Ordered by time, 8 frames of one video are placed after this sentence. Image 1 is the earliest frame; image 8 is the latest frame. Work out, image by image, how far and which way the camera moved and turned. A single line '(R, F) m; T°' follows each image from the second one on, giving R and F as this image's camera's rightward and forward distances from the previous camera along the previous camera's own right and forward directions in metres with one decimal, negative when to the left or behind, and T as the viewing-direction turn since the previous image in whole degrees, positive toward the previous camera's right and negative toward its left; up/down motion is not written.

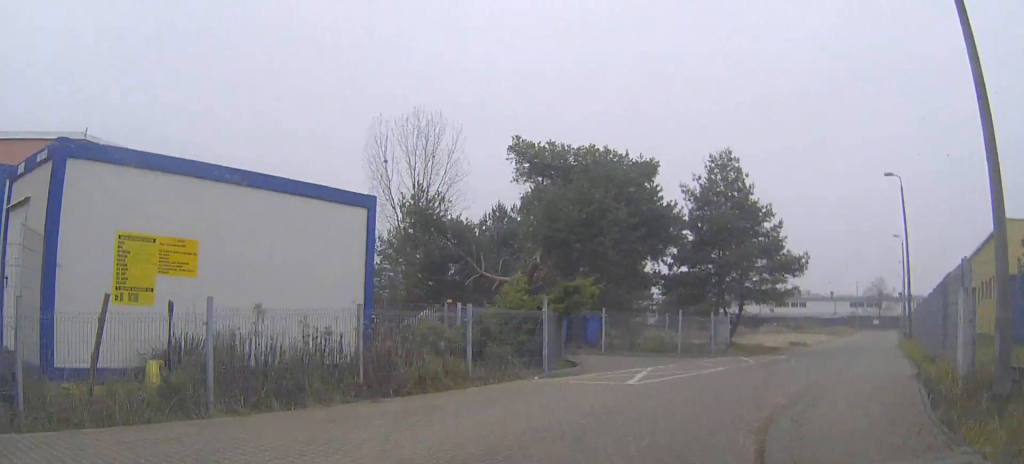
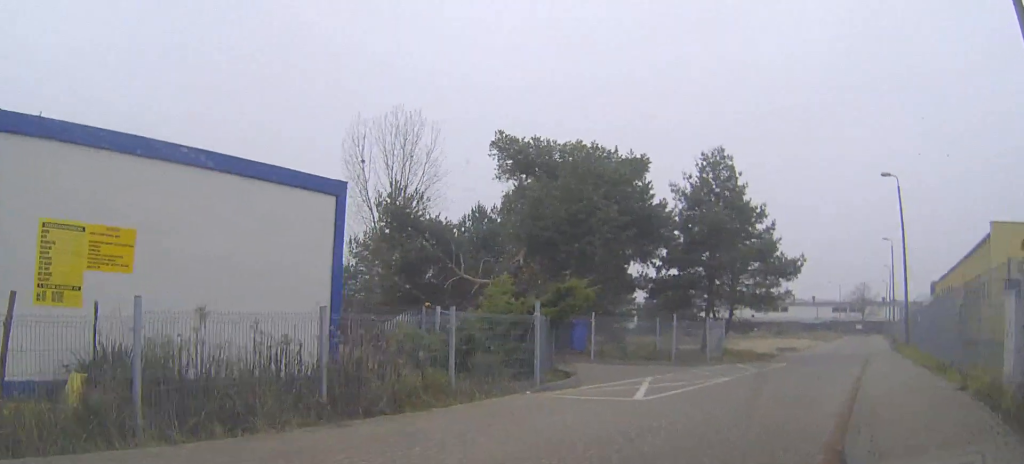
(0.0, +1.5) m; +5°
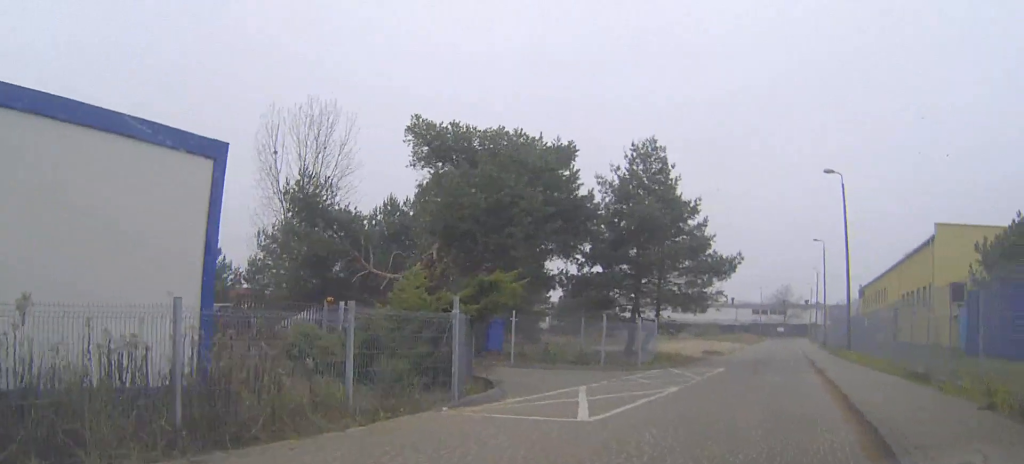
(0.0, +1.9) m; +8°
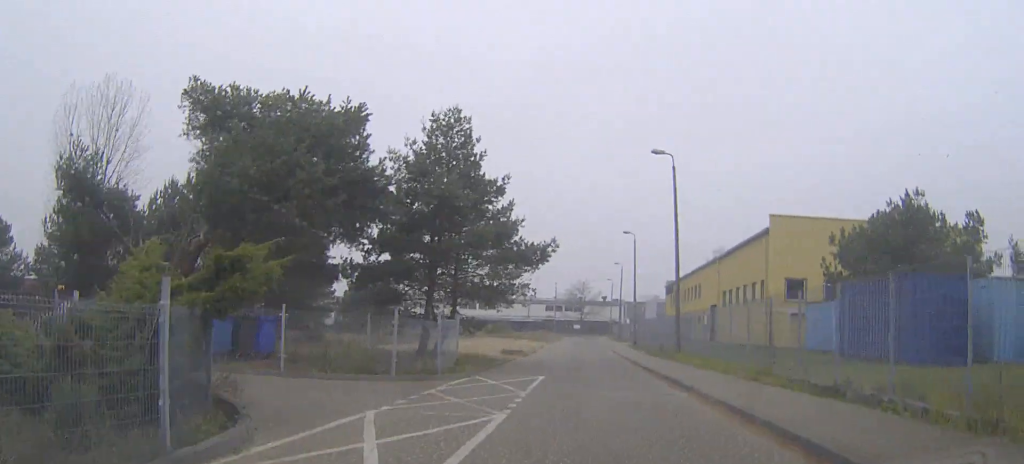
(+0.5, +3.9) m; +15°
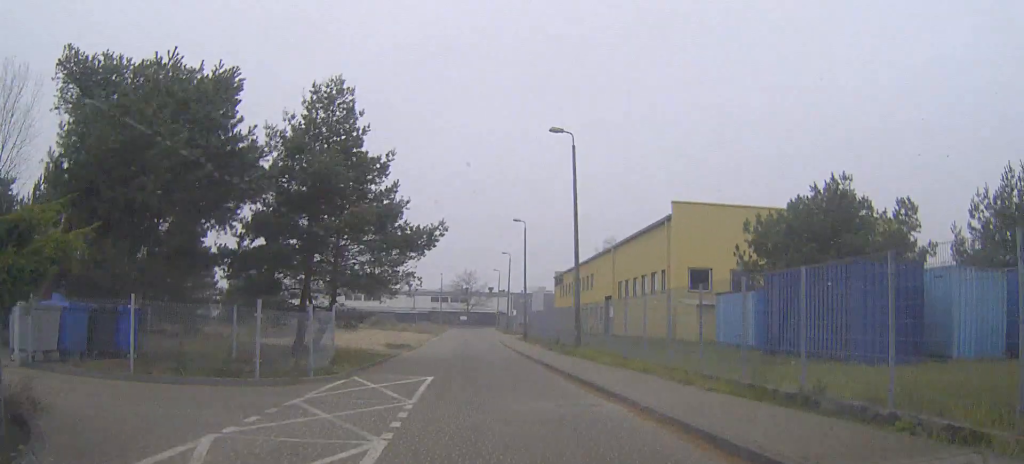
(+0.3, +2.7) m; +5°
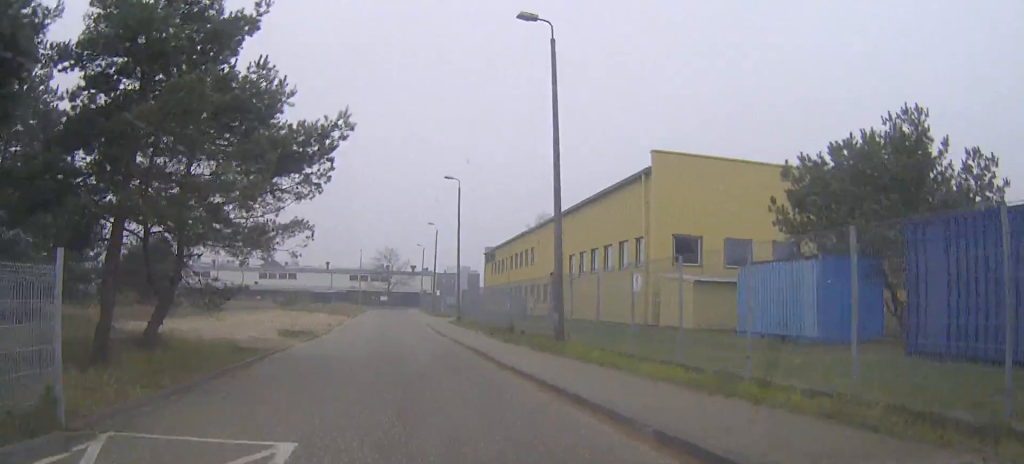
(+1.0, +10.6) m; +8°
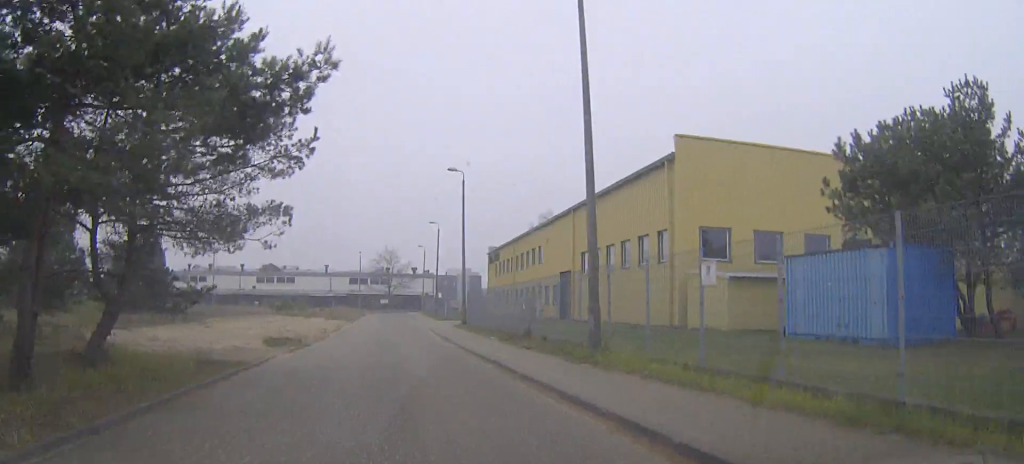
(0.0, +3.4) m; 0°
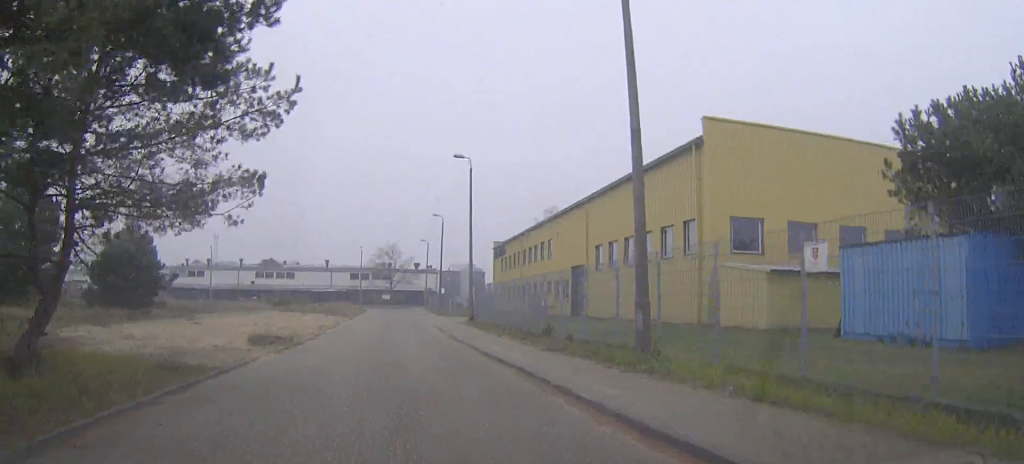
(0.0, +3.0) m; 0°
